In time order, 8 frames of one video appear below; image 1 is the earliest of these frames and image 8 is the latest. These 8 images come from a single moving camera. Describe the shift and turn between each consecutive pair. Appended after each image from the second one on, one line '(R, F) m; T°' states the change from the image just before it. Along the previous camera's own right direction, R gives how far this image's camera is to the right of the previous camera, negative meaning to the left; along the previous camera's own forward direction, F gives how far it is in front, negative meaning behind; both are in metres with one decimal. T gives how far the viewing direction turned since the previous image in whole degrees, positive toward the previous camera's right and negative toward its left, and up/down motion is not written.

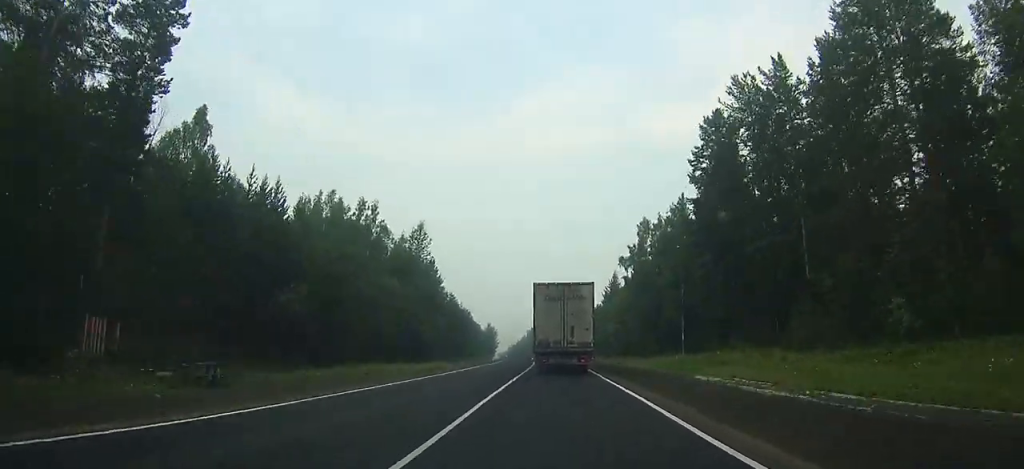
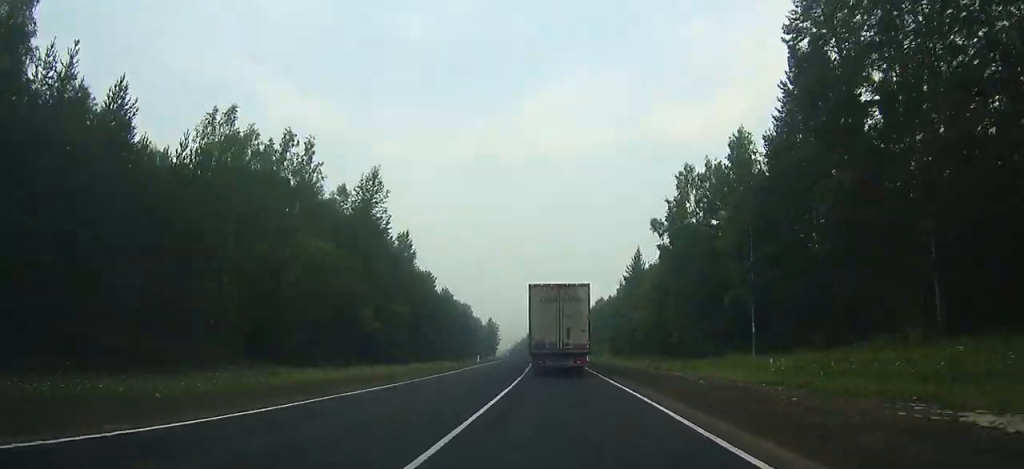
(-0.1, +23.9) m; -1°
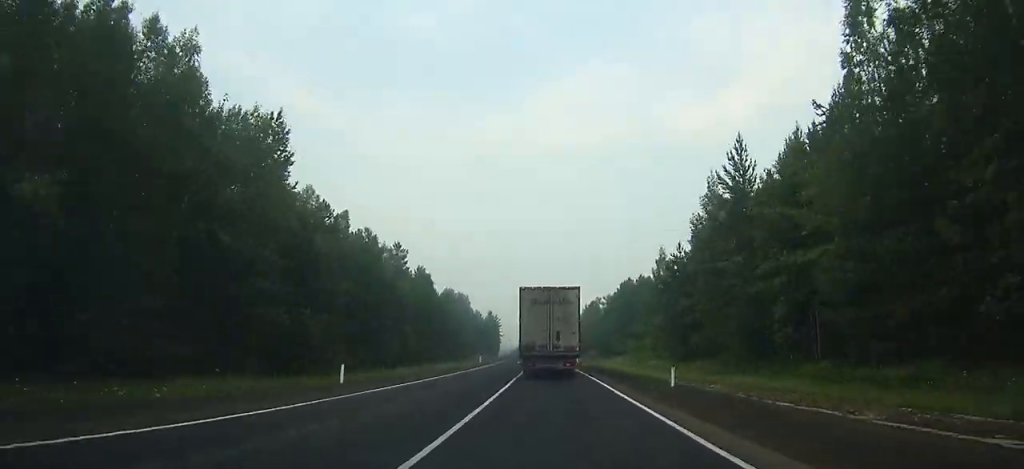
(-0.4, +41.6) m; -1°
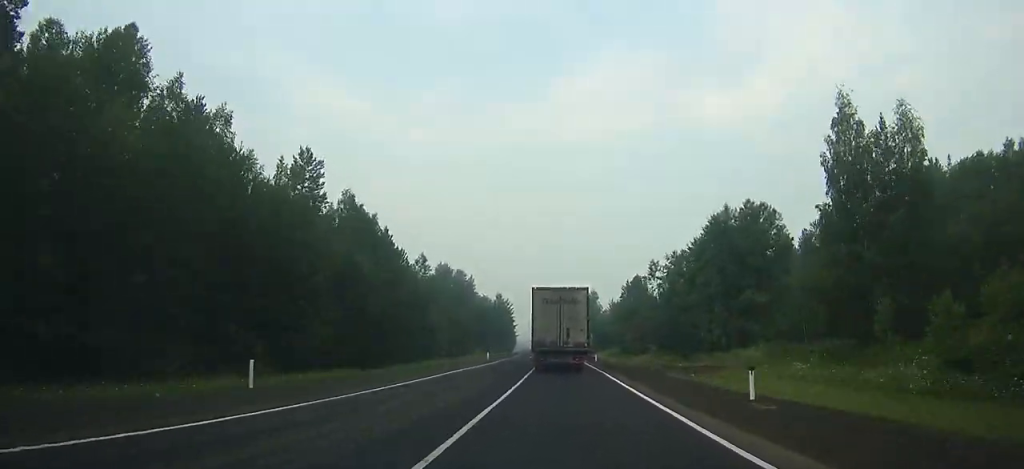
(-0.9, +55.2) m; -2°
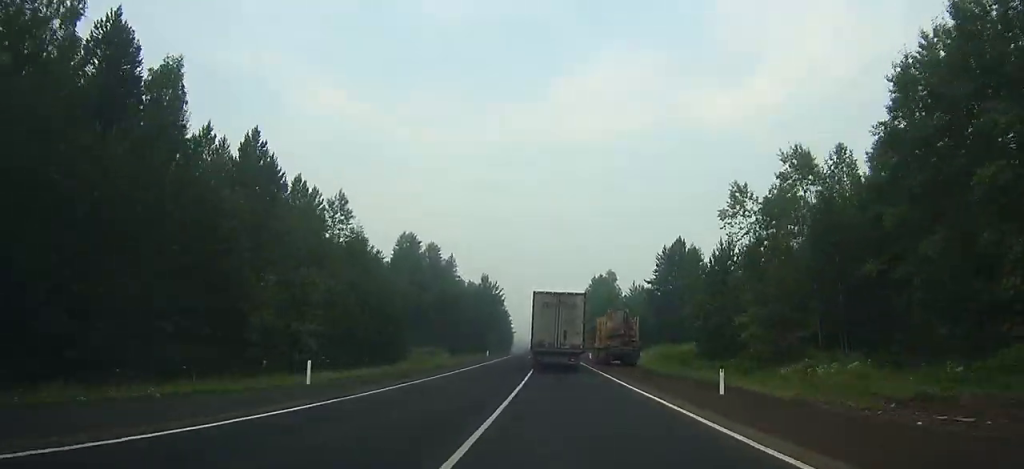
(-0.6, +46.9) m; -1°
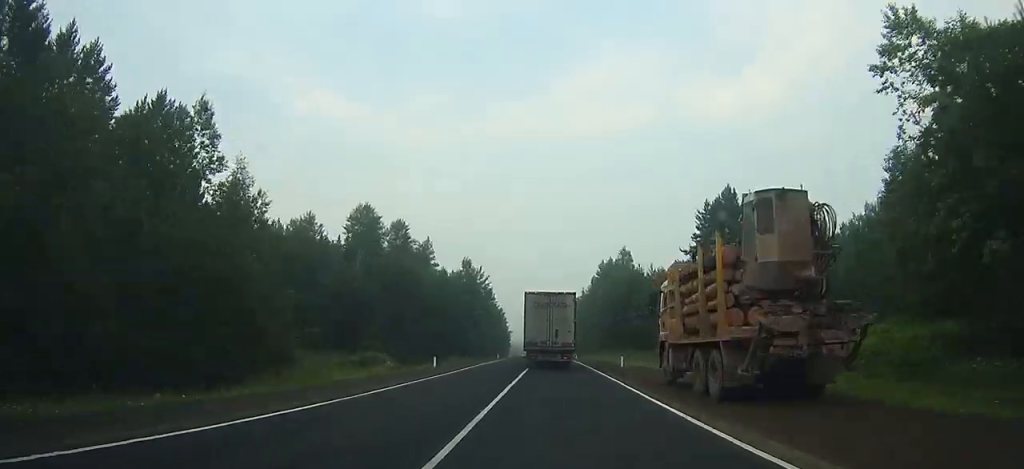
(-0.1, +30.7) m; 0°
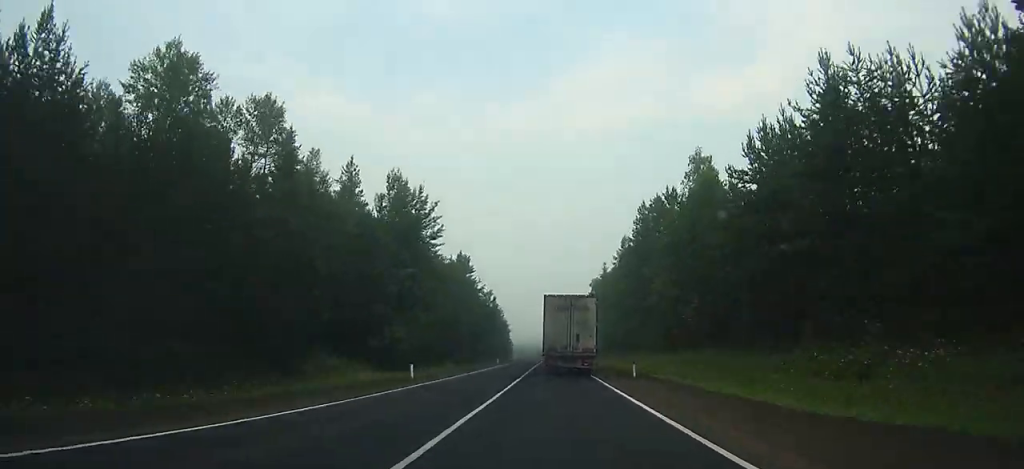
(0.0, +55.8) m; 0°
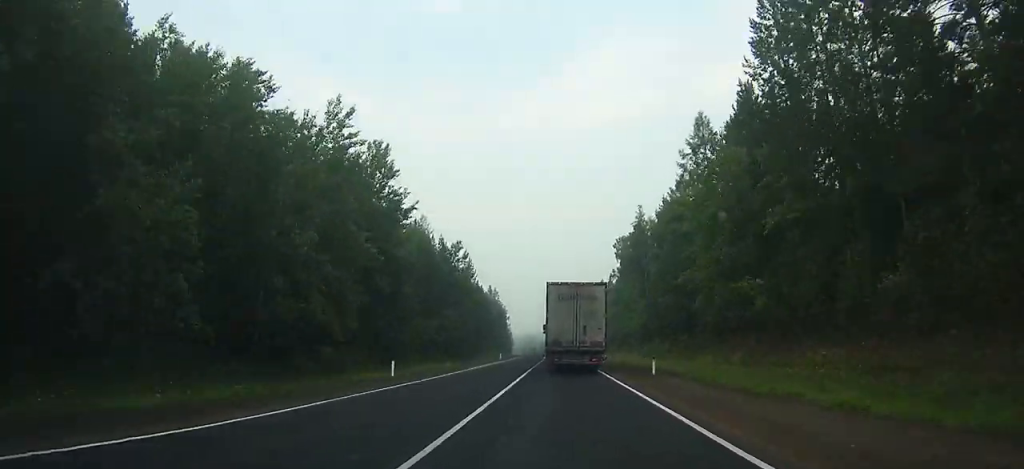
(-0.1, +50.9) m; -1°
